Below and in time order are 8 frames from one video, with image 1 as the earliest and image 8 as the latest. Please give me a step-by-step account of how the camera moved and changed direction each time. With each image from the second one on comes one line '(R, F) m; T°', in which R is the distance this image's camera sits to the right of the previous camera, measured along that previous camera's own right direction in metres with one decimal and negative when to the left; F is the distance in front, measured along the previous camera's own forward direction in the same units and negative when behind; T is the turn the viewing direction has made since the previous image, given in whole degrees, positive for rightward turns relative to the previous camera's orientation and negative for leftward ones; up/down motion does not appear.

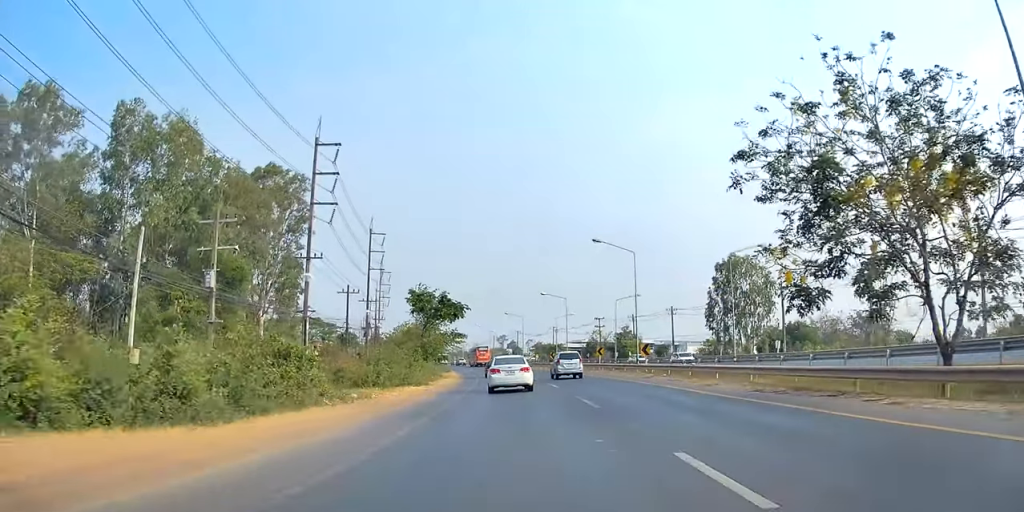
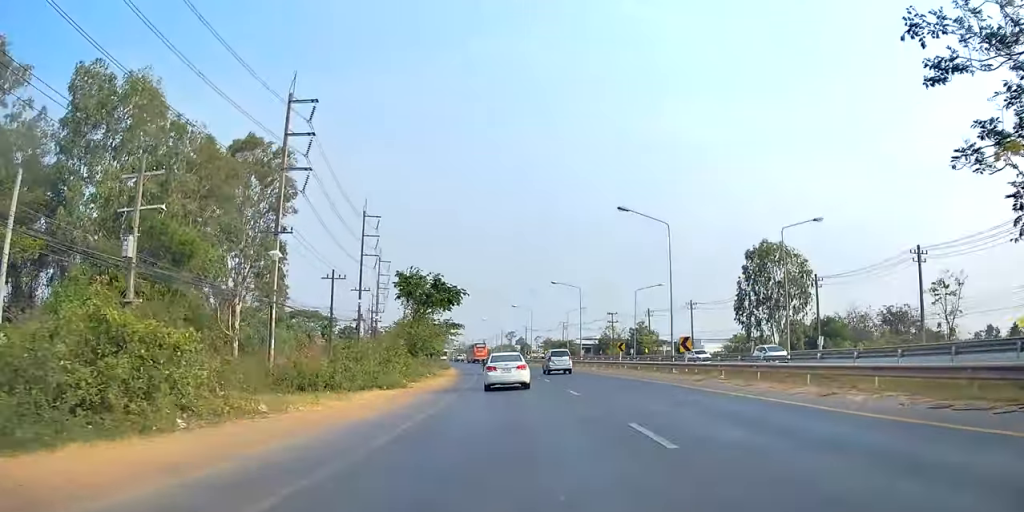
(+0.5, +9.4) m; 0°
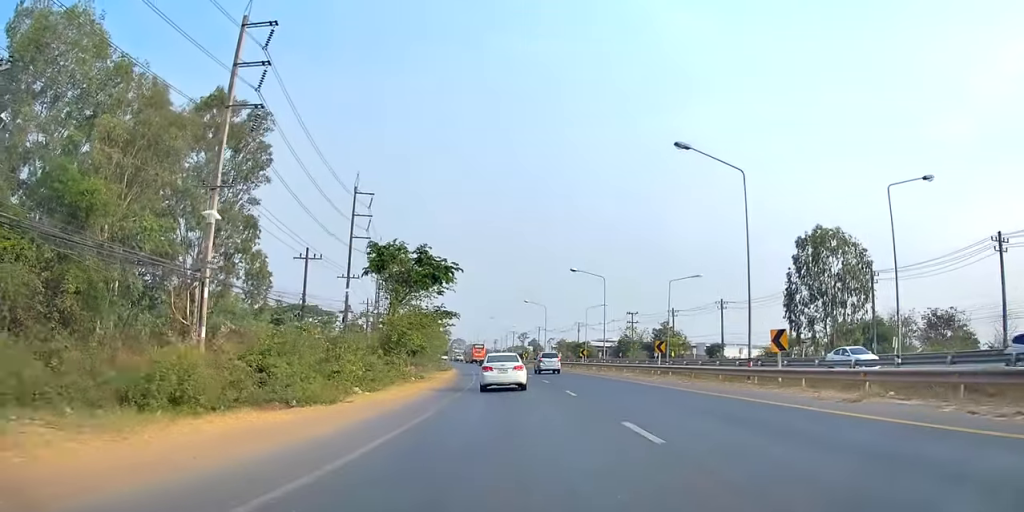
(-0.4, +11.0) m; -4°
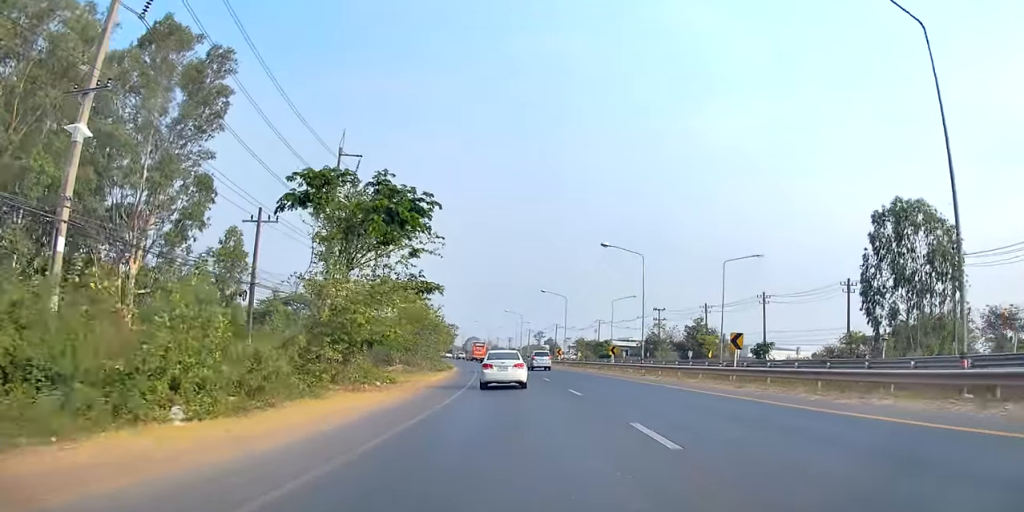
(-0.5, +13.1) m; -2°
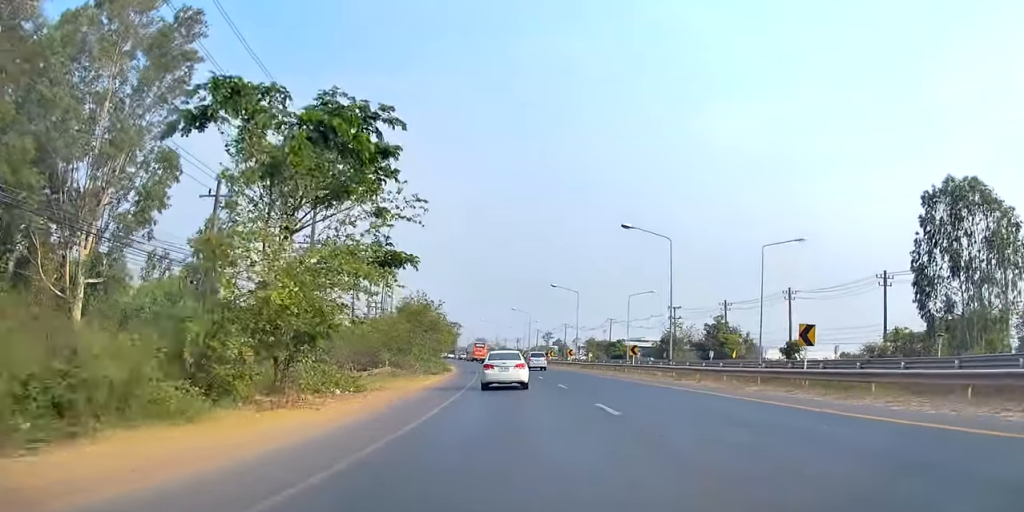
(-0.4, +7.3) m; 0°
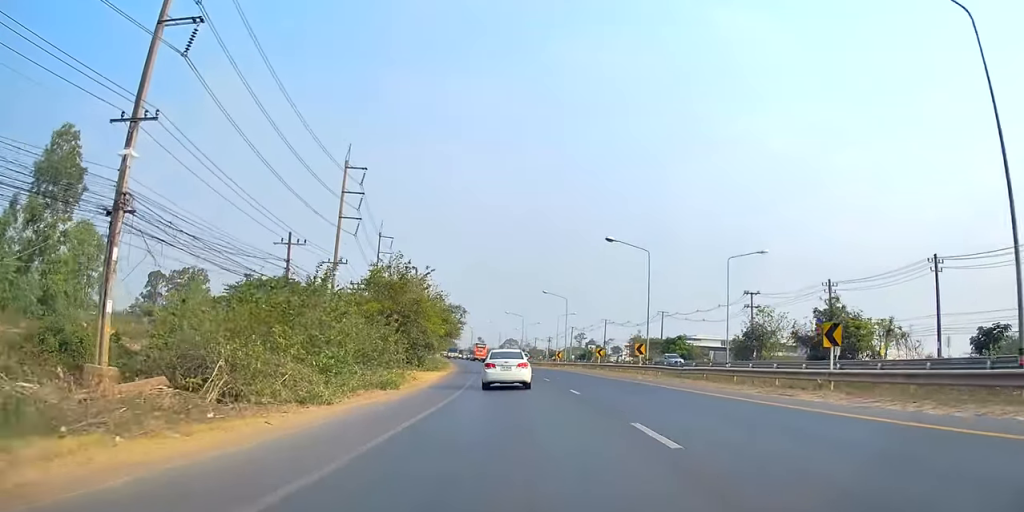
(+0.1, +29.3) m; -2°
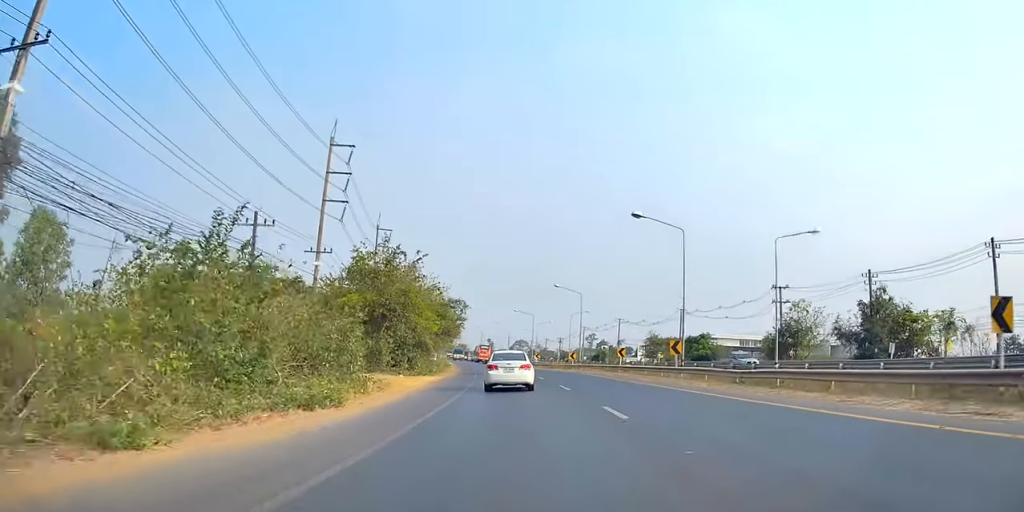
(-0.1, +7.7) m; -1°
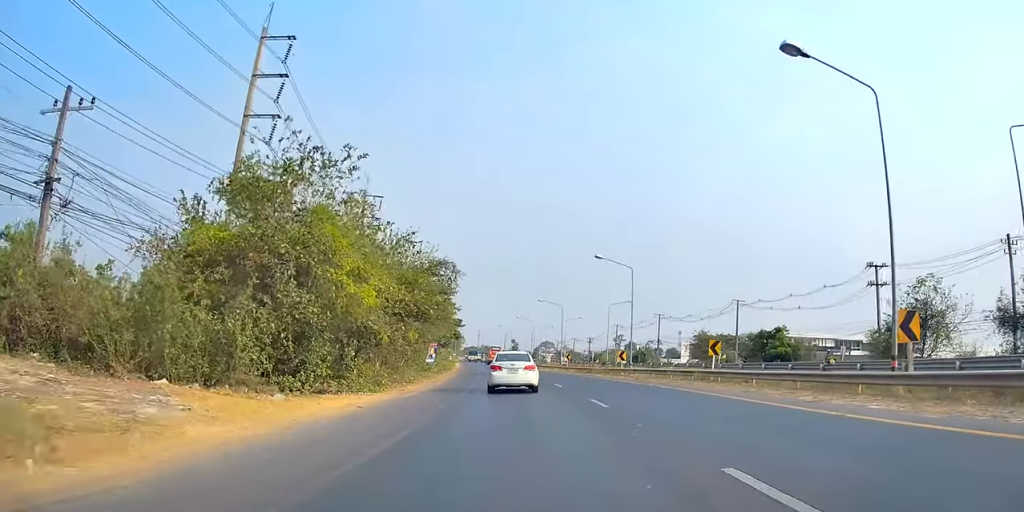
(0.0, +21.4) m; 0°
